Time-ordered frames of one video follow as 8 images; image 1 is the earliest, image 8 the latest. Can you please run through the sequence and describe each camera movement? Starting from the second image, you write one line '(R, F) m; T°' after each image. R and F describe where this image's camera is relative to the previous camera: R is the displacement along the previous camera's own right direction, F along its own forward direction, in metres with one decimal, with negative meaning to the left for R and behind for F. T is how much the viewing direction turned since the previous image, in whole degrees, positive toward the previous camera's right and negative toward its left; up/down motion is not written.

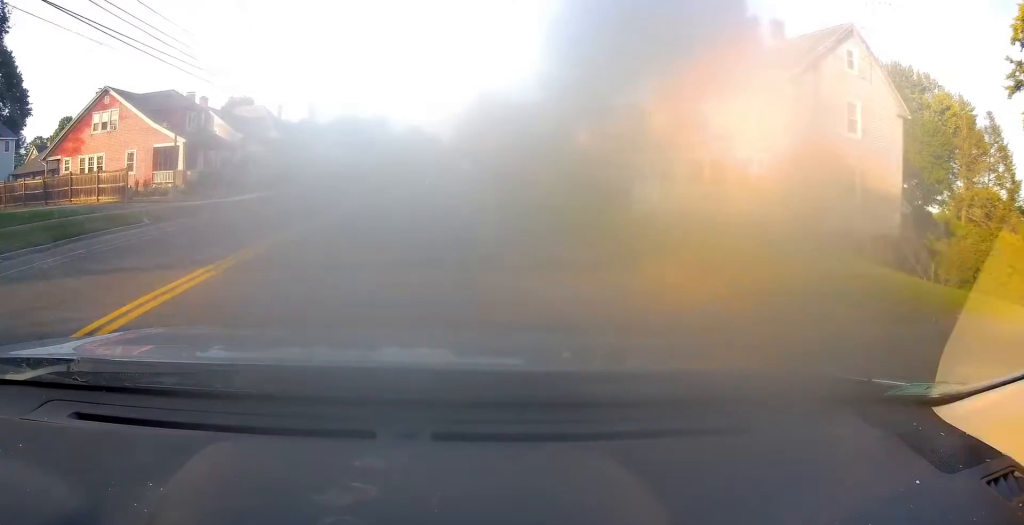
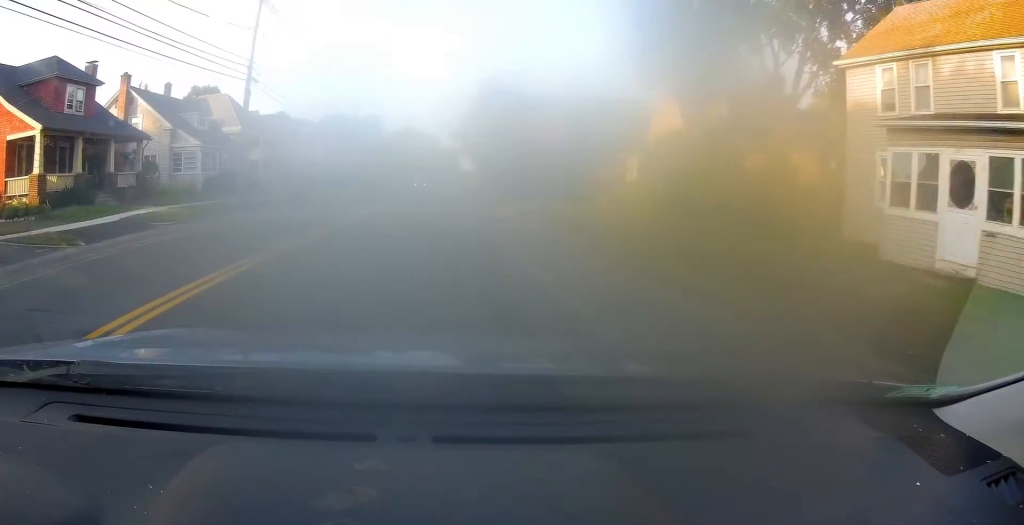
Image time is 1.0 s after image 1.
(+0.4, +16.0) m; +2°
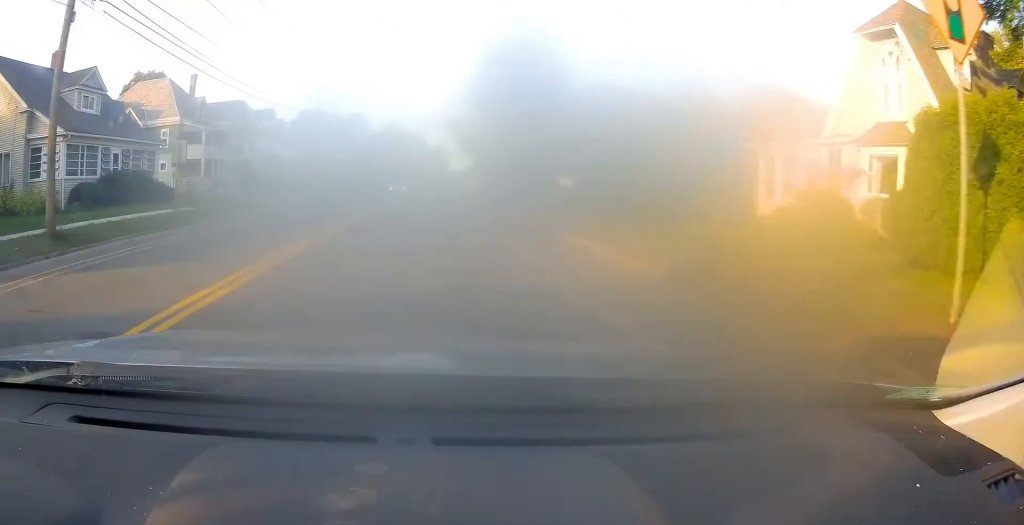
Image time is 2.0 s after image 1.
(+0.1, +16.5) m; +1°
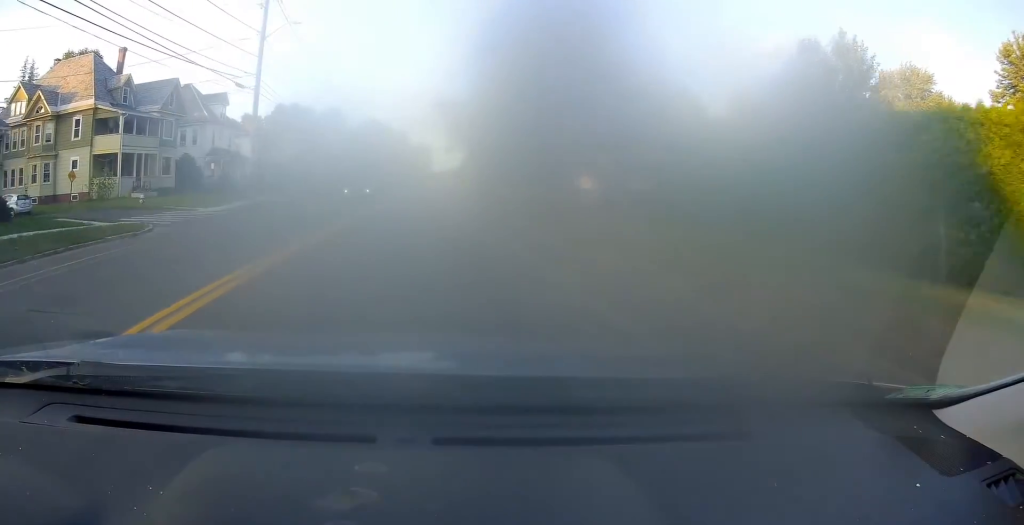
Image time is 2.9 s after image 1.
(0.0, +13.7) m; 0°
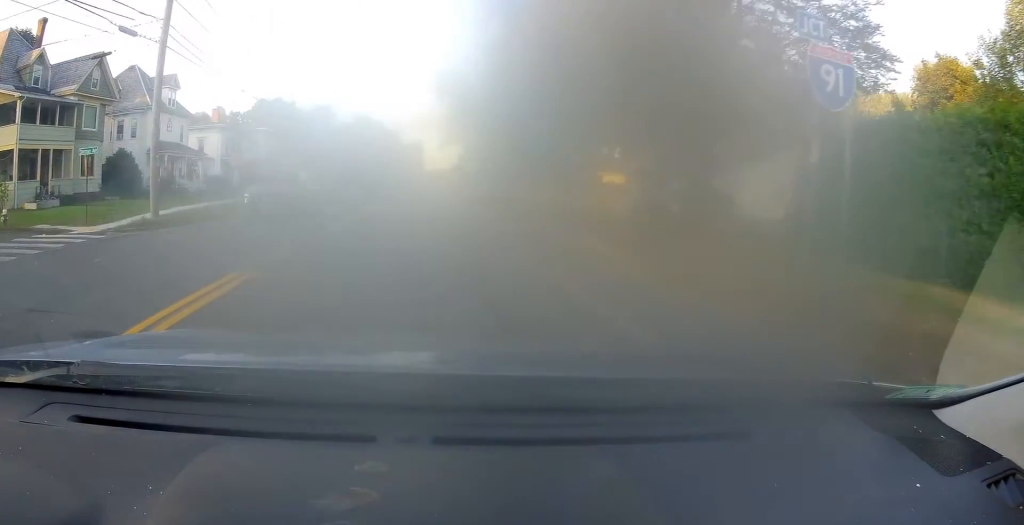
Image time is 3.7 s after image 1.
(+0.1, +12.0) m; 0°
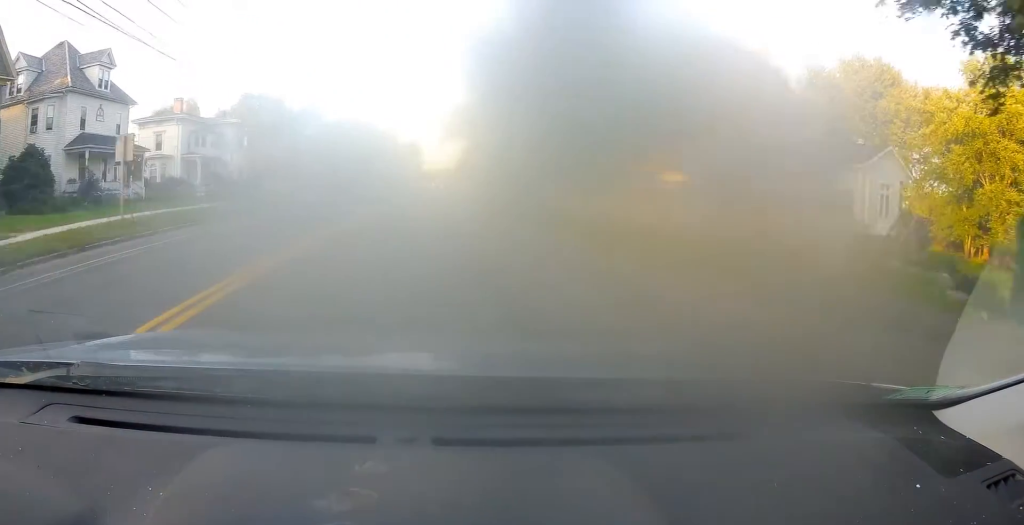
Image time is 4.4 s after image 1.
(-0.1, +11.9) m; 0°
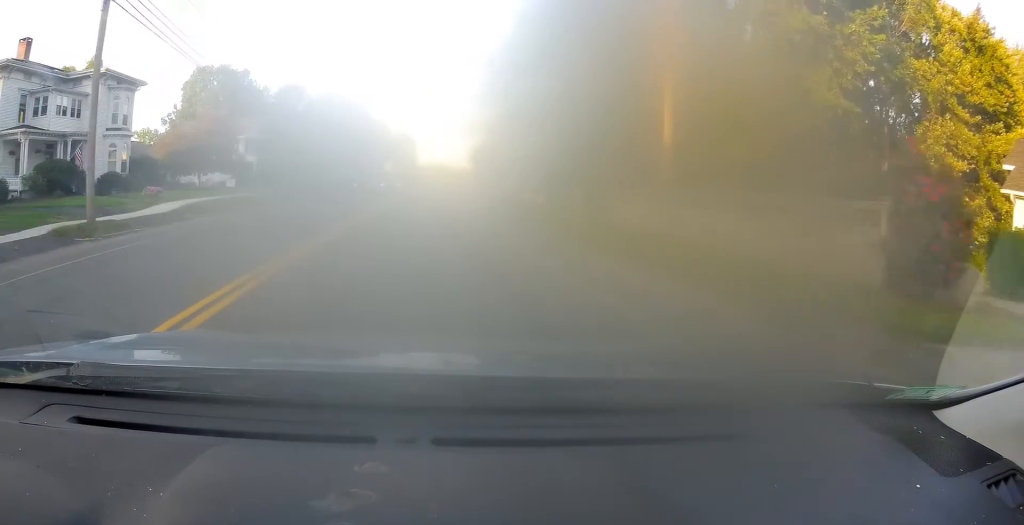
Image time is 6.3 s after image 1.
(+0.6, +29.0) m; +2°
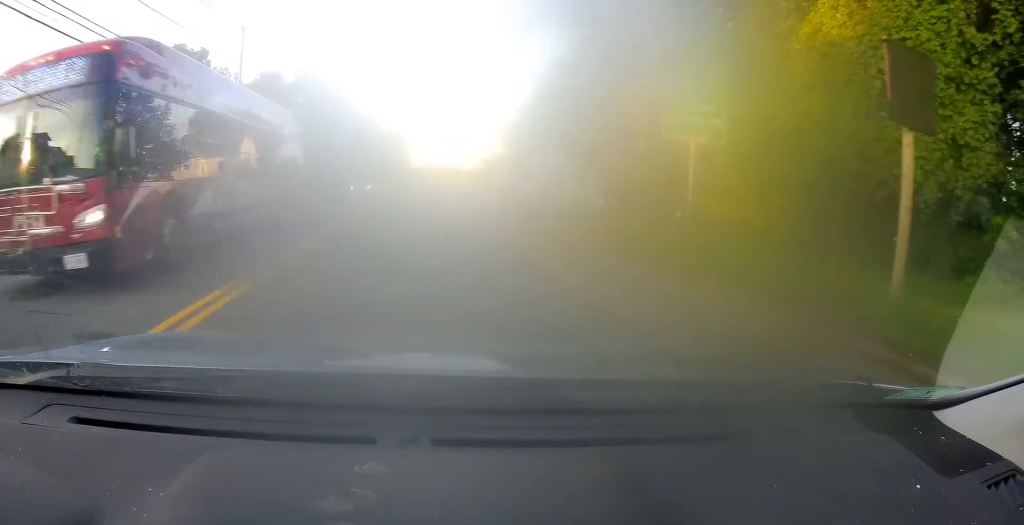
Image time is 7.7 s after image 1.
(-0.1, +20.9) m; -1°
